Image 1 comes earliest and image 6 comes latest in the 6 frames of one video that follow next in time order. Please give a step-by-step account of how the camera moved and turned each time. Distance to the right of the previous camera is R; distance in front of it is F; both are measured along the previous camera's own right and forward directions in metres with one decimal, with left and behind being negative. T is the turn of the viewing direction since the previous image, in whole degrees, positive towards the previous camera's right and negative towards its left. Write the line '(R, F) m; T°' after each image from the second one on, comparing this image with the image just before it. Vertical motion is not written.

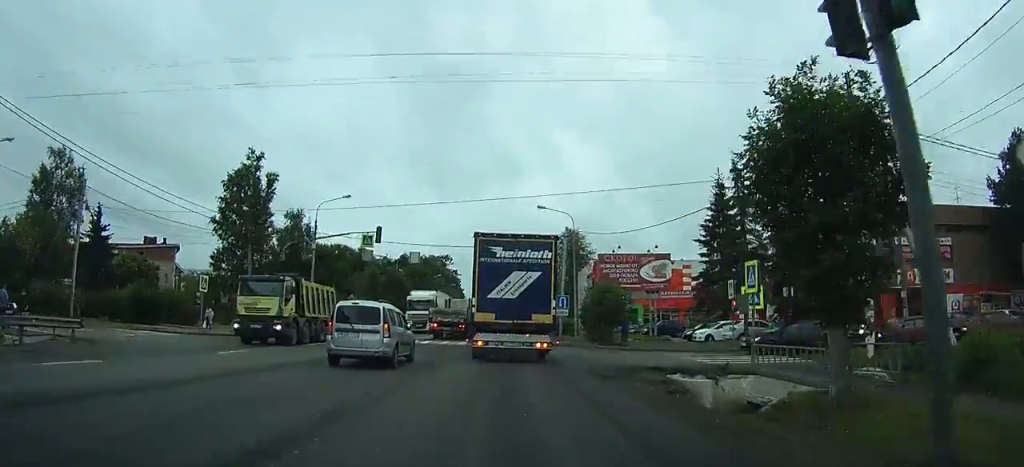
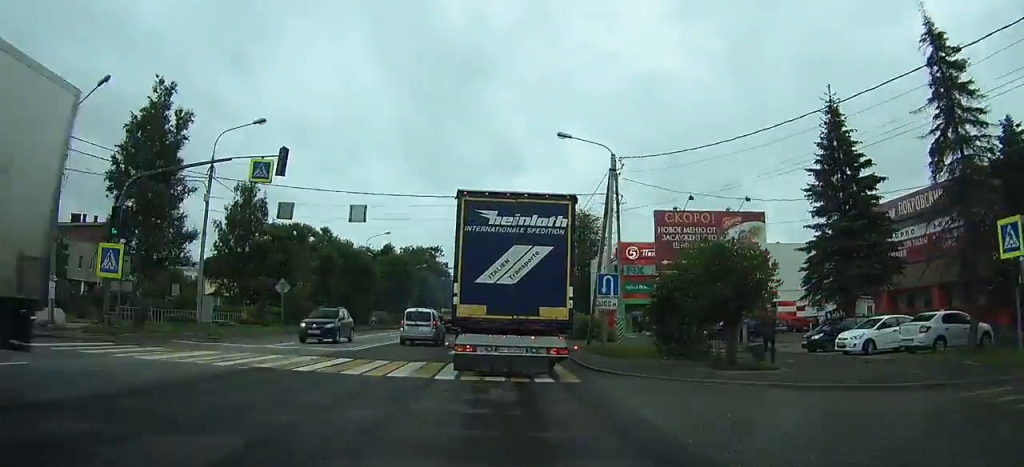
(0.0, +24.1) m; 0°
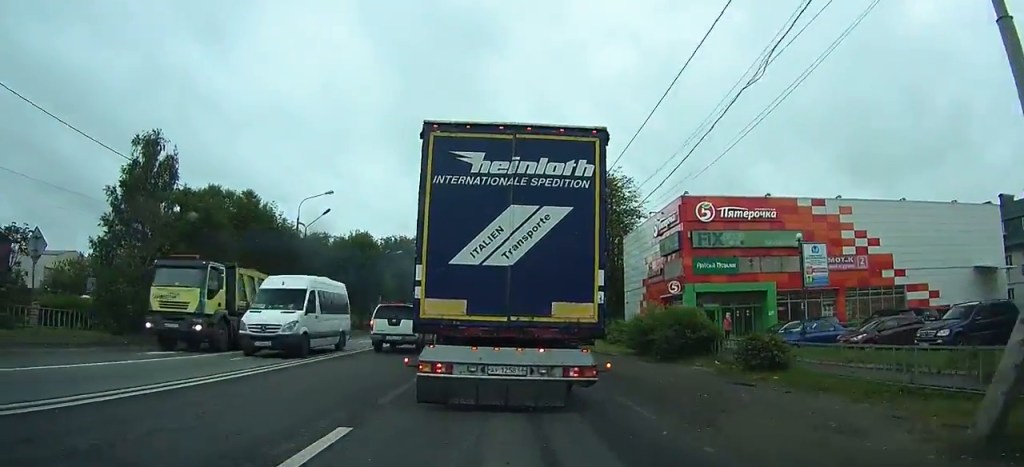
(-0.1, +32.2) m; -2°
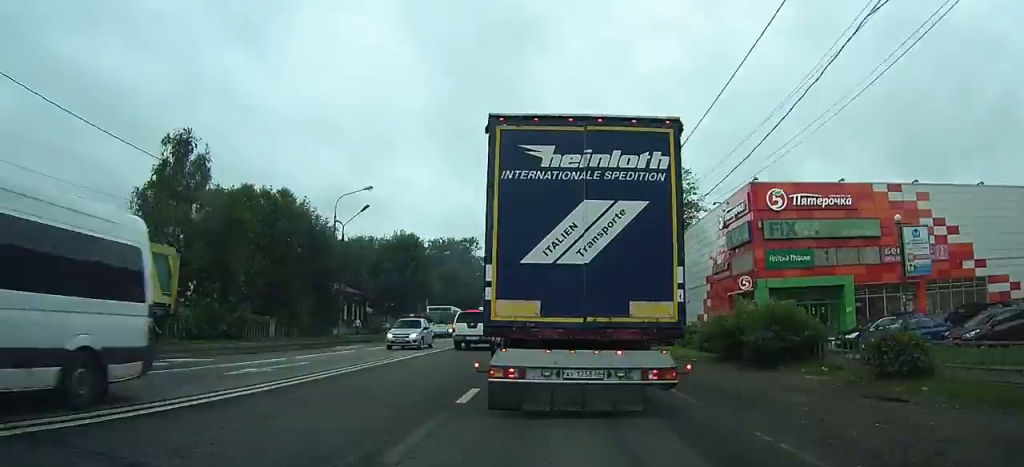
(-0.1, +4.4) m; -1°
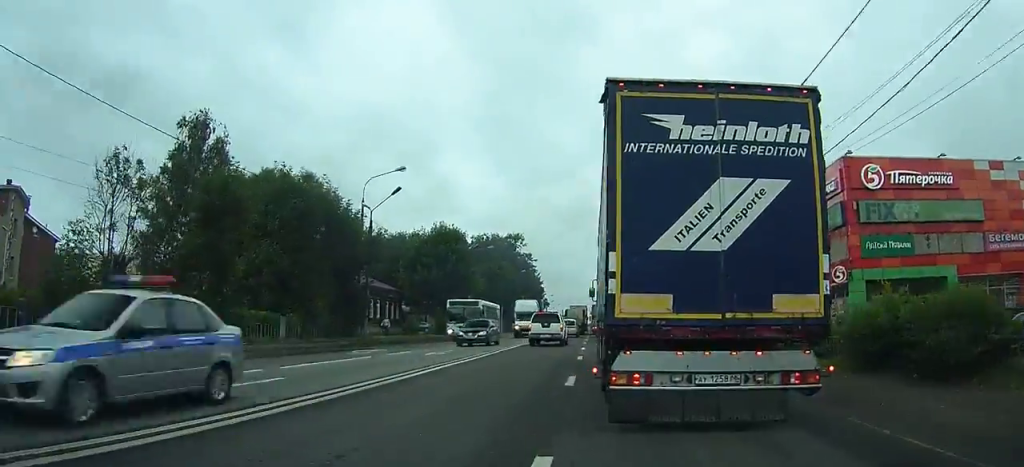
(0.0, +5.8) m; -2°
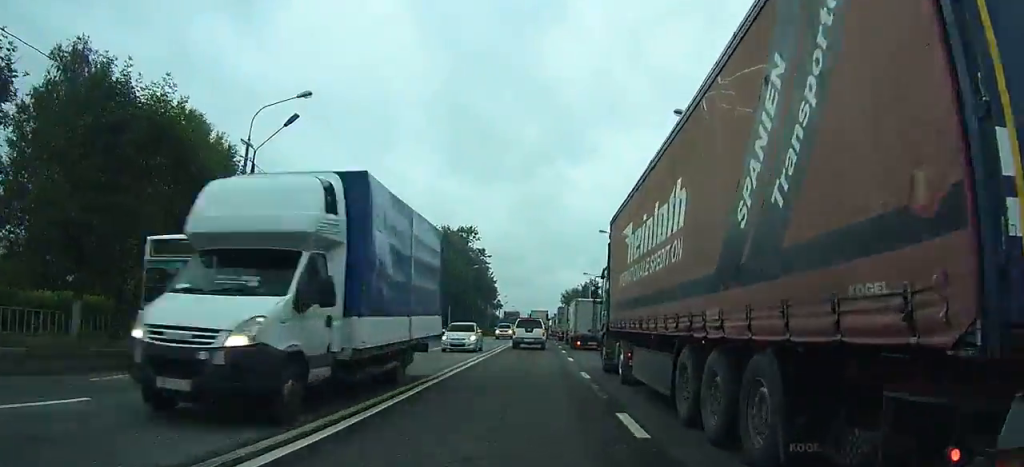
(-0.5, +11.3) m; -3°
